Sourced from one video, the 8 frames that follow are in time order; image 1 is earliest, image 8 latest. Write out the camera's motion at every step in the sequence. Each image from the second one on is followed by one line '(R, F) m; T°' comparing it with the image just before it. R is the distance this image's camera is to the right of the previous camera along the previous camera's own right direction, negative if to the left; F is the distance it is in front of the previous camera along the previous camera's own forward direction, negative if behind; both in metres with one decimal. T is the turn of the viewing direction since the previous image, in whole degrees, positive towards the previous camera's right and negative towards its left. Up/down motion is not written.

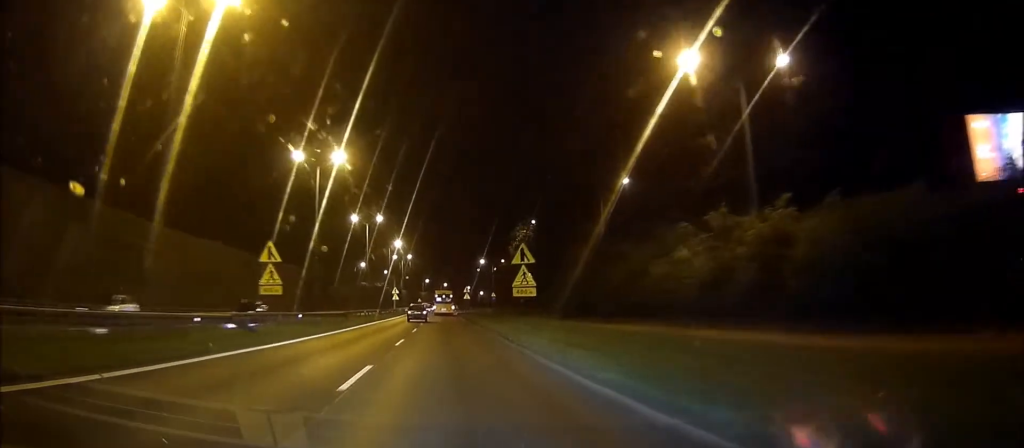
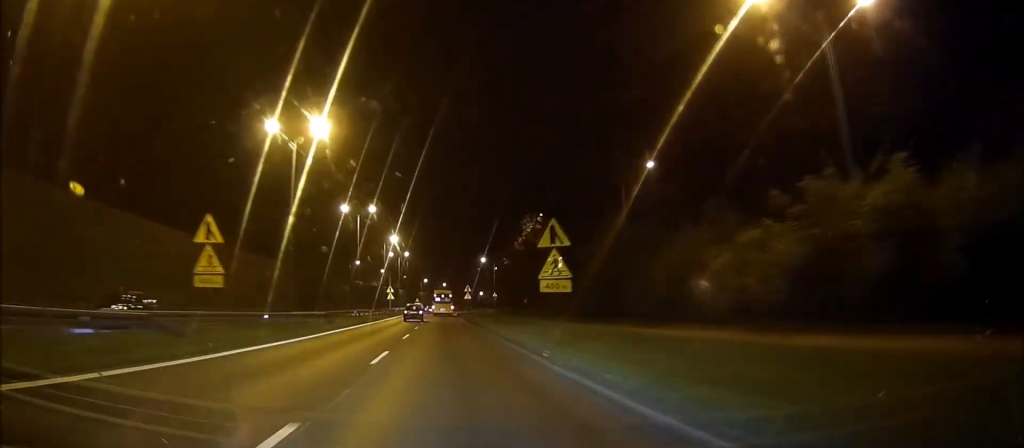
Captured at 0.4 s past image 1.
(0.0, +7.1) m; 0°
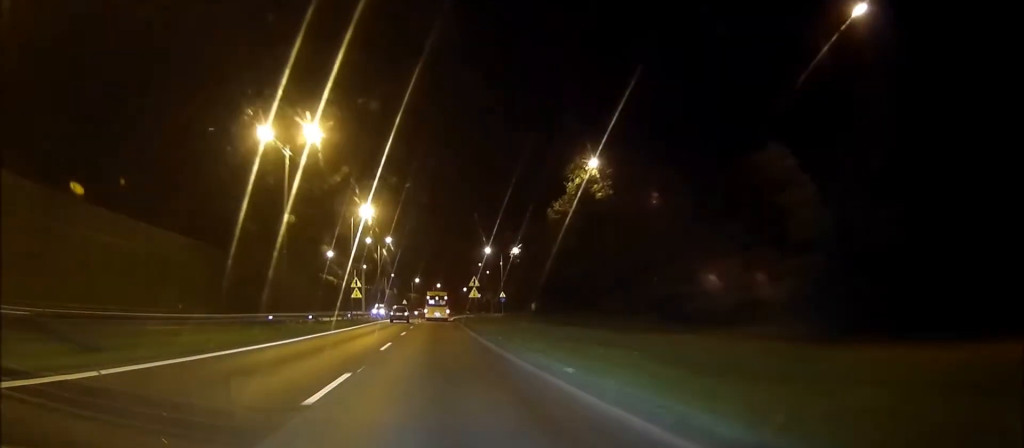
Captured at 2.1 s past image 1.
(+0.1, +29.5) m; 0°
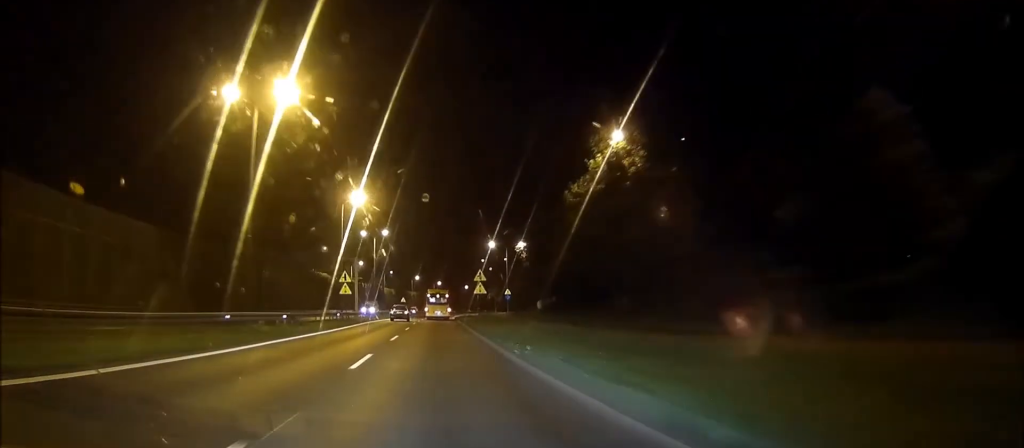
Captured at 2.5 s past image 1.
(0.0, +7.1) m; 0°
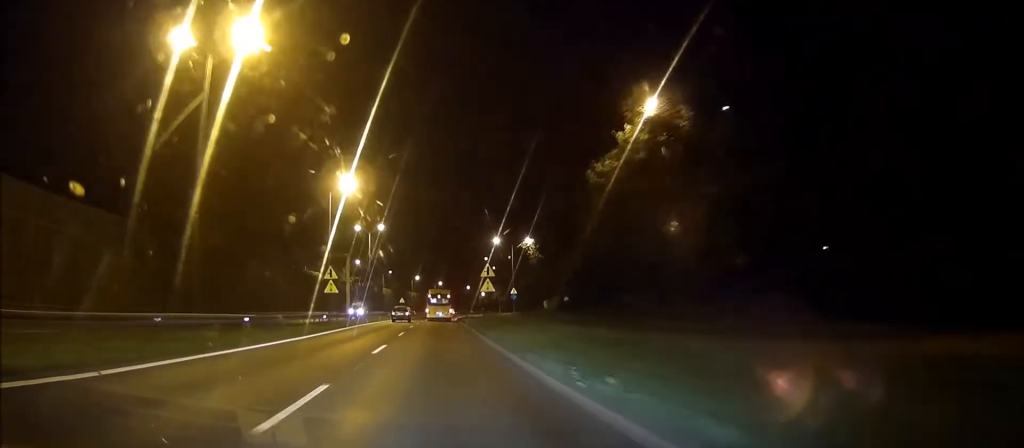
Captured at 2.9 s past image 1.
(0.0, +7.1) m; 0°
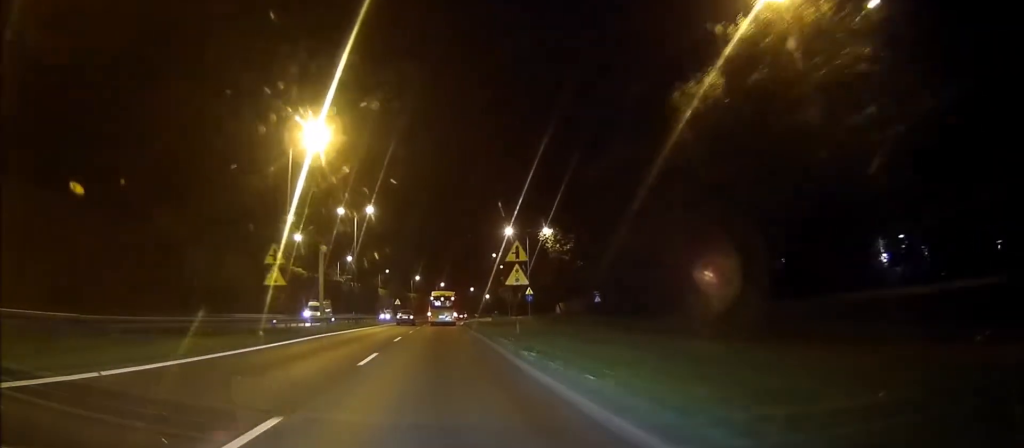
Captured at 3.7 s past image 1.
(0.0, +15.3) m; 0°
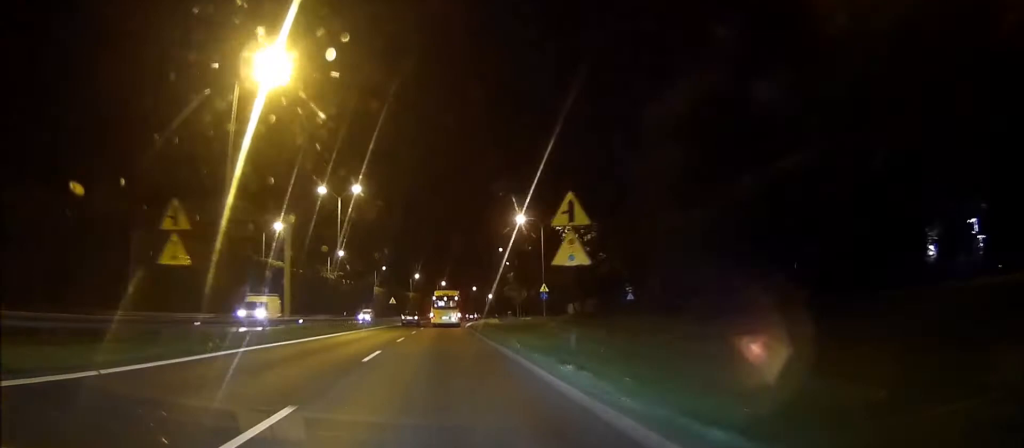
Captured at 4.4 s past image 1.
(0.0, +11.2) m; 0°
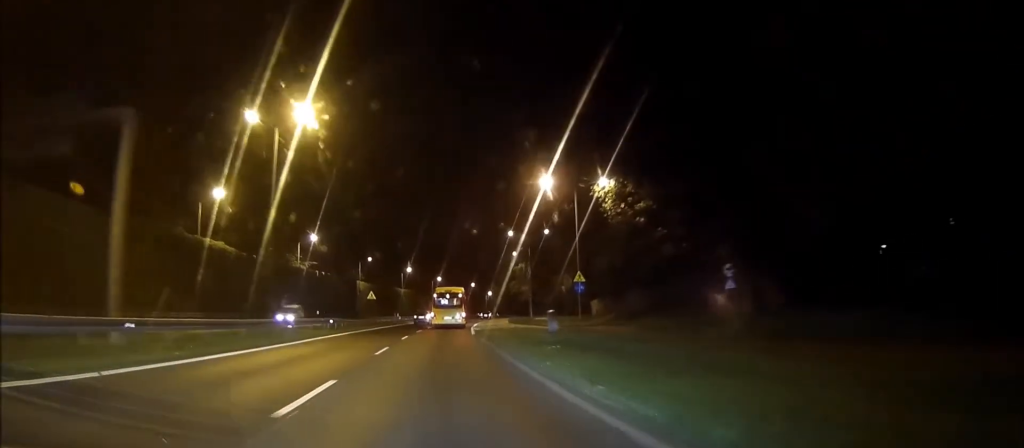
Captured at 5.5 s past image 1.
(-0.1, +20.0) m; 0°
